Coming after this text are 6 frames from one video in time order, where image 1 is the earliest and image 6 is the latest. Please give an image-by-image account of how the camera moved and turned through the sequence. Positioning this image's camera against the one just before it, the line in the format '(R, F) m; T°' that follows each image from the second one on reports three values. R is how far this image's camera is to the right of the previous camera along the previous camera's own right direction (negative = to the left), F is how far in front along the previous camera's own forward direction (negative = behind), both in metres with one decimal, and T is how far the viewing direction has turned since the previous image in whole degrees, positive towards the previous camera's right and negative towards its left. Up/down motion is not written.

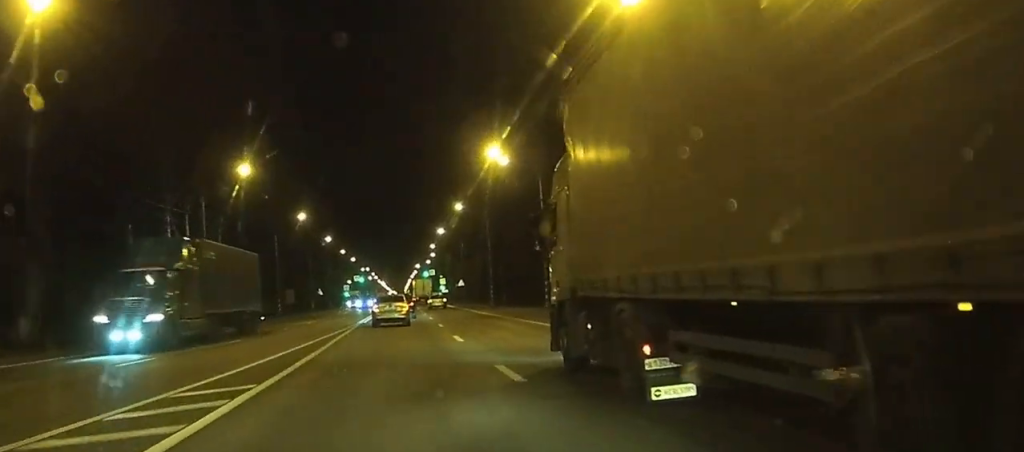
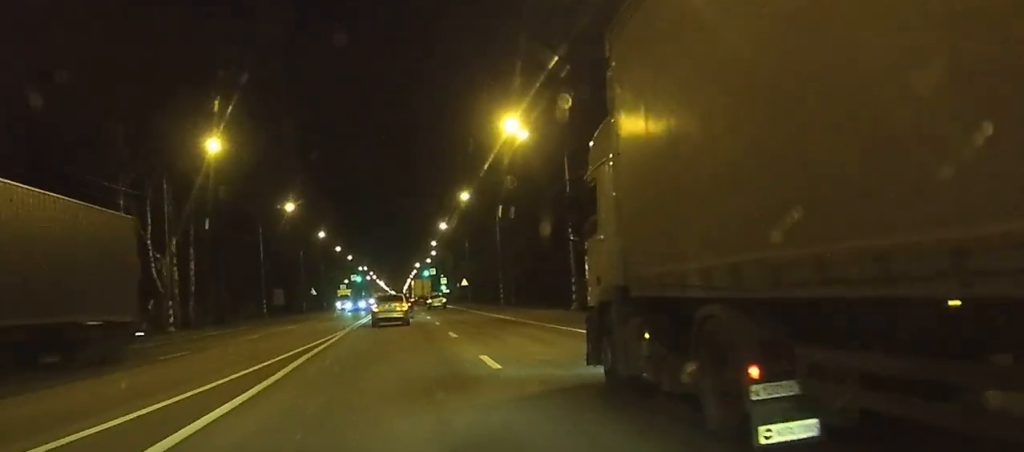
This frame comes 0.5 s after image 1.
(0.0, +9.7) m; 0°
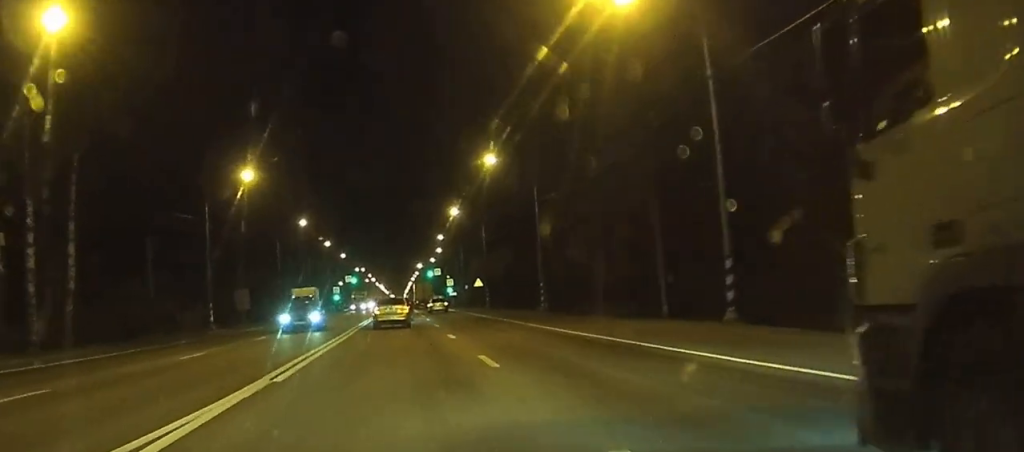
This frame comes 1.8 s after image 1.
(+0.2, +24.1) m; +1°
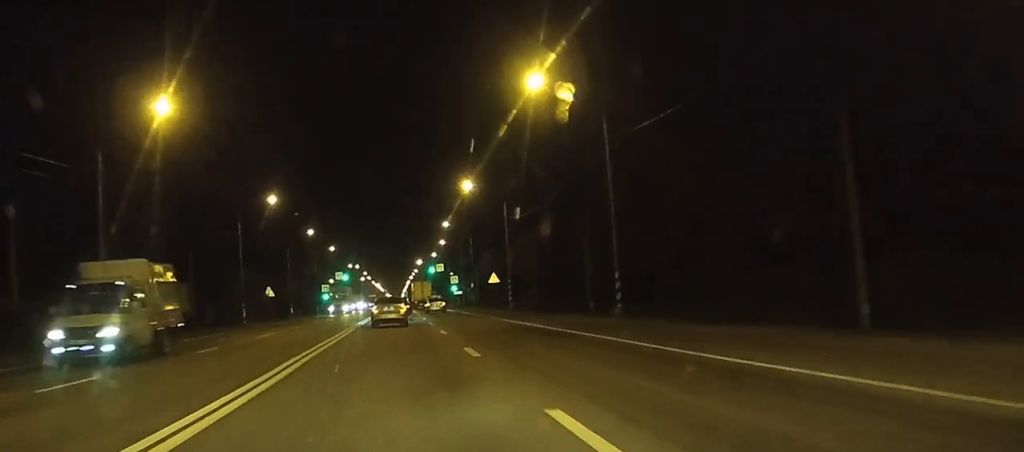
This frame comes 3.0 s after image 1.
(+0.1, +21.8) m; 0°
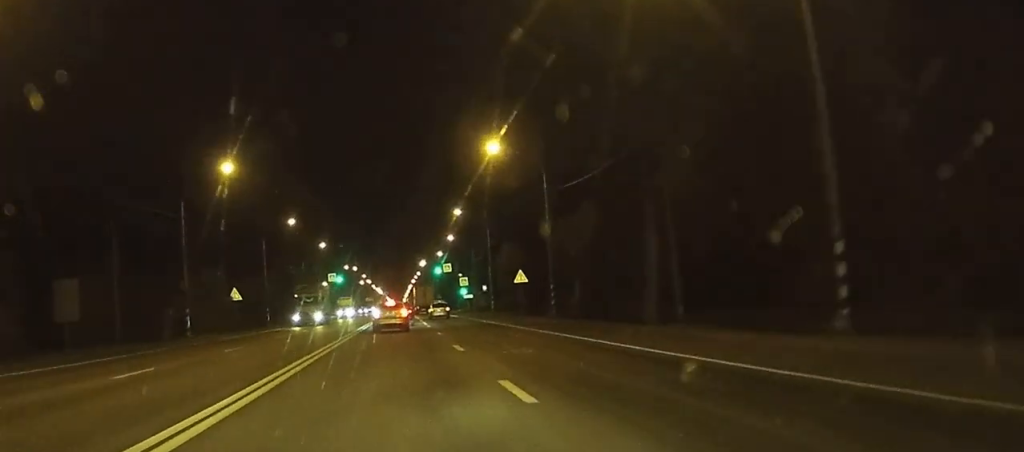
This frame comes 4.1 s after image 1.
(+0.1, +20.1) m; +1°
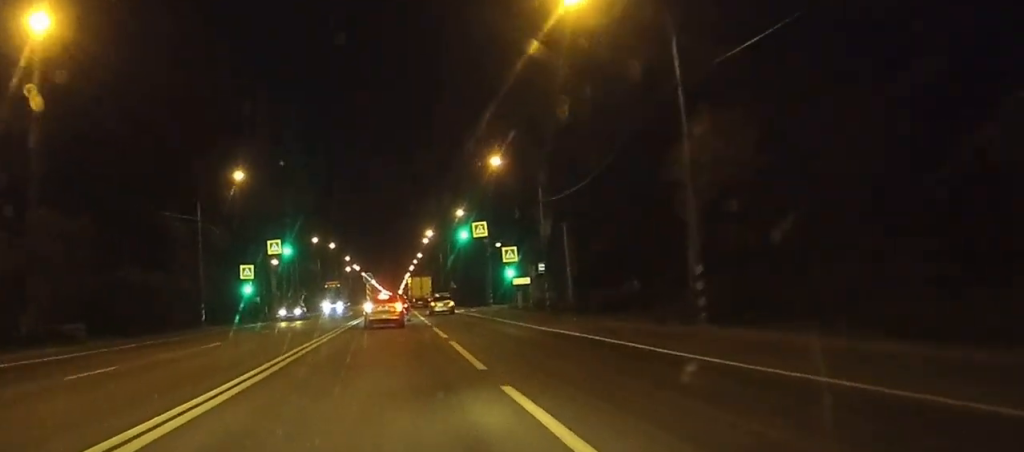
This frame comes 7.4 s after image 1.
(+1.0, +62.2) m; +1°
